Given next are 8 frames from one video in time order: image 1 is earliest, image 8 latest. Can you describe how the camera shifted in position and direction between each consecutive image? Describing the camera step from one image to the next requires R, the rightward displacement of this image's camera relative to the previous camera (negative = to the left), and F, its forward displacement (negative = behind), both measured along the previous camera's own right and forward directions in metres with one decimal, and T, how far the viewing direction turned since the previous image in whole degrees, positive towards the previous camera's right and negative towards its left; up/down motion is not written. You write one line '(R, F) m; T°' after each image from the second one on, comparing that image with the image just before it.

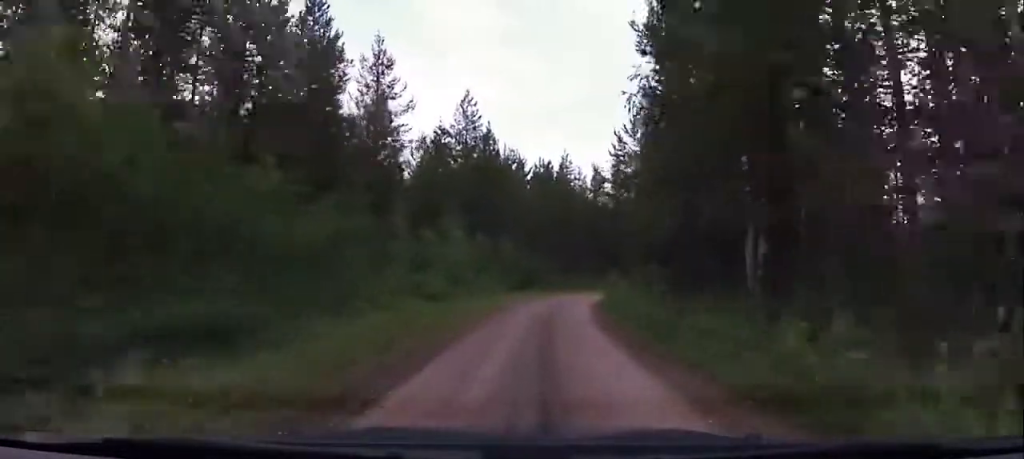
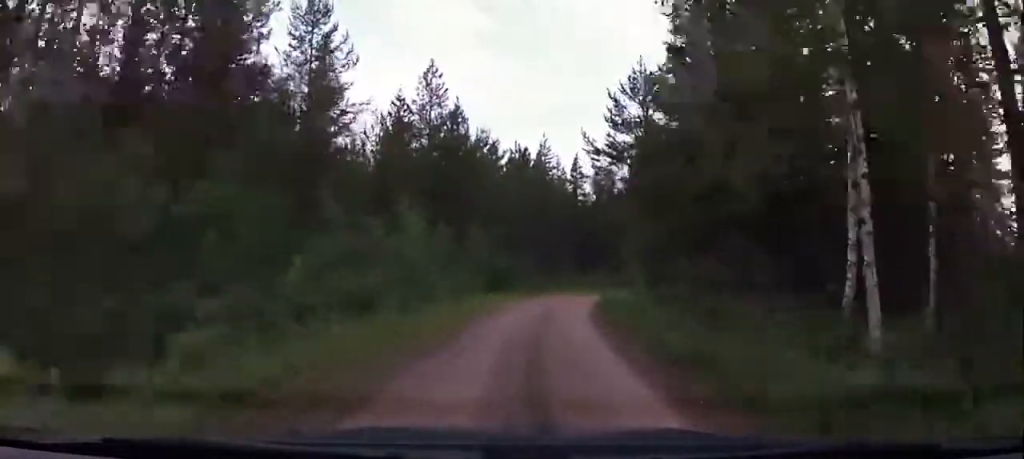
(-0.2, +7.3) m; +1°
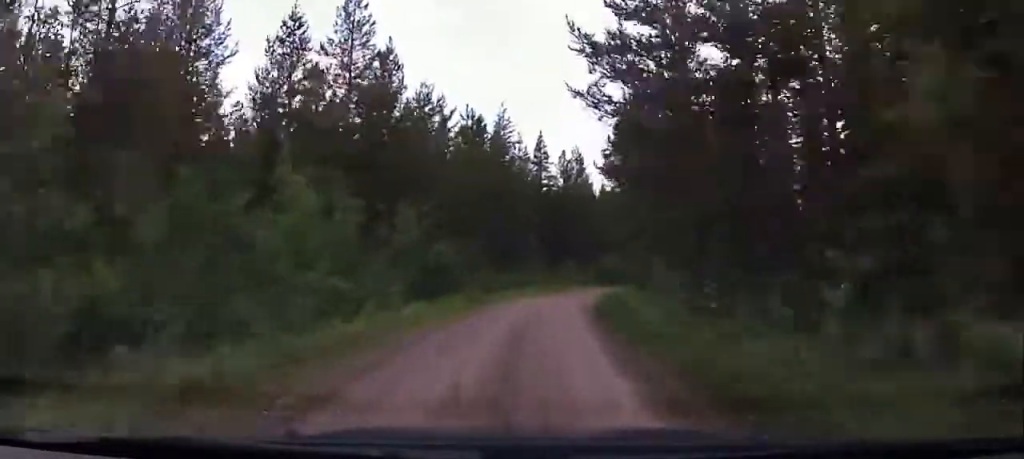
(+0.4, +12.2) m; +4°
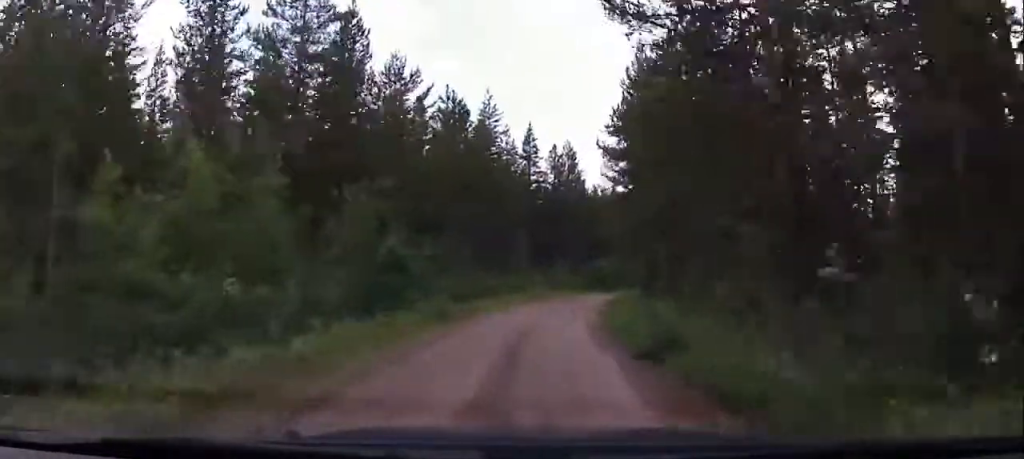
(+0.2, +6.6) m; +1°
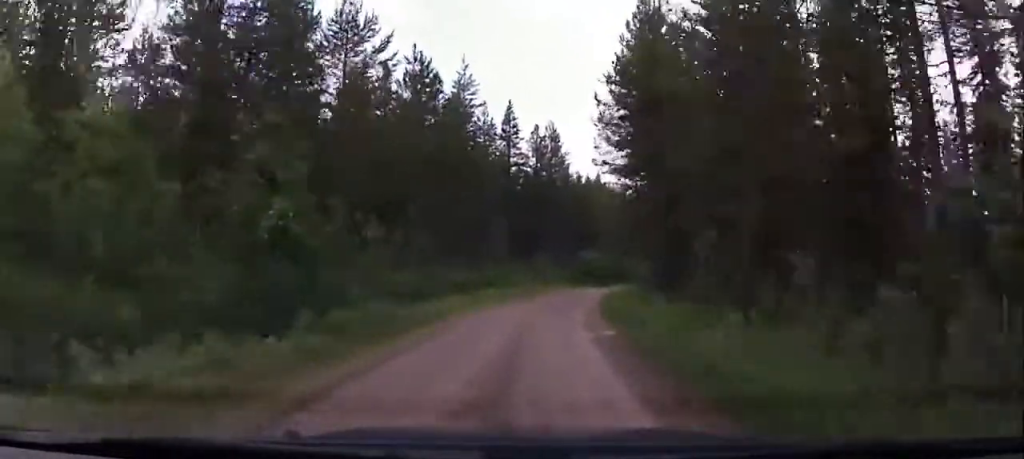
(+0.1, +6.6) m; +1°
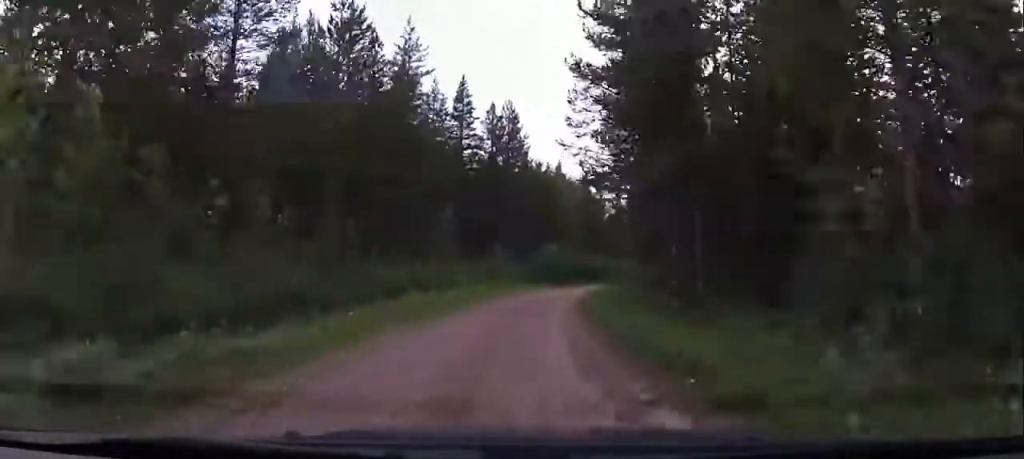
(+0.1, +8.4) m; +2°
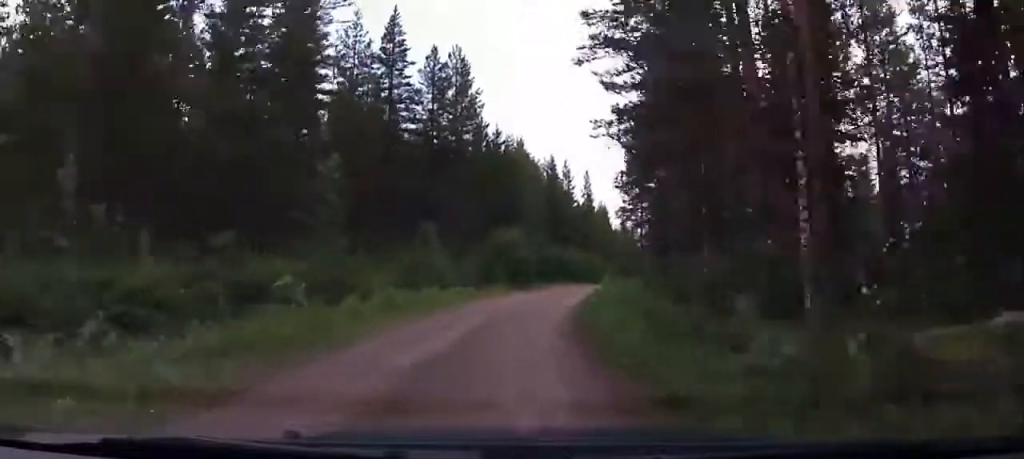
(+0.7, +17.6) m; +6°
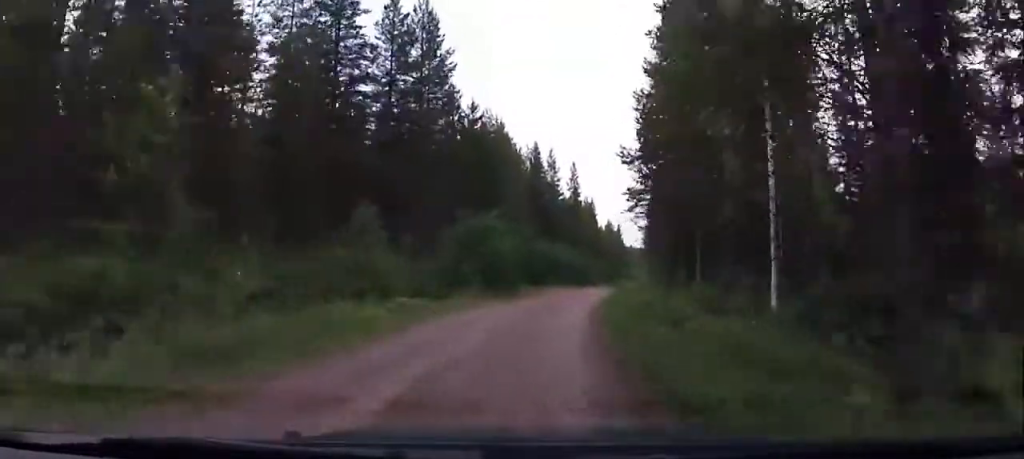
(+0.5, +10.5) m; +3°
